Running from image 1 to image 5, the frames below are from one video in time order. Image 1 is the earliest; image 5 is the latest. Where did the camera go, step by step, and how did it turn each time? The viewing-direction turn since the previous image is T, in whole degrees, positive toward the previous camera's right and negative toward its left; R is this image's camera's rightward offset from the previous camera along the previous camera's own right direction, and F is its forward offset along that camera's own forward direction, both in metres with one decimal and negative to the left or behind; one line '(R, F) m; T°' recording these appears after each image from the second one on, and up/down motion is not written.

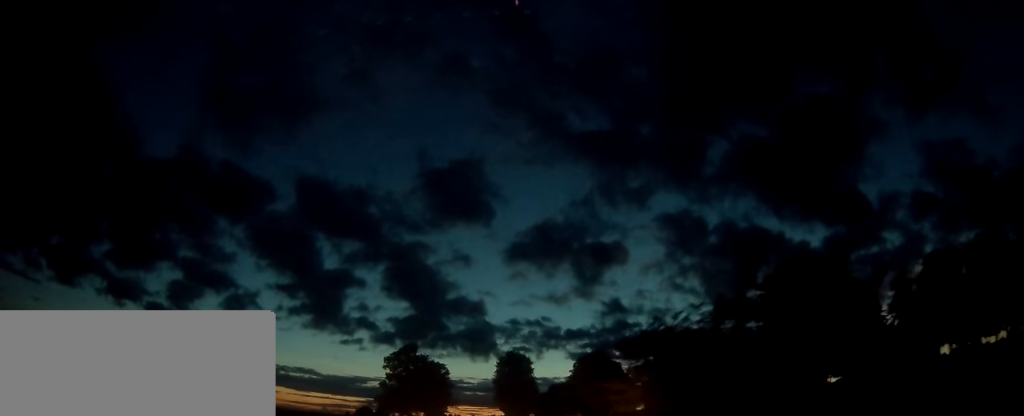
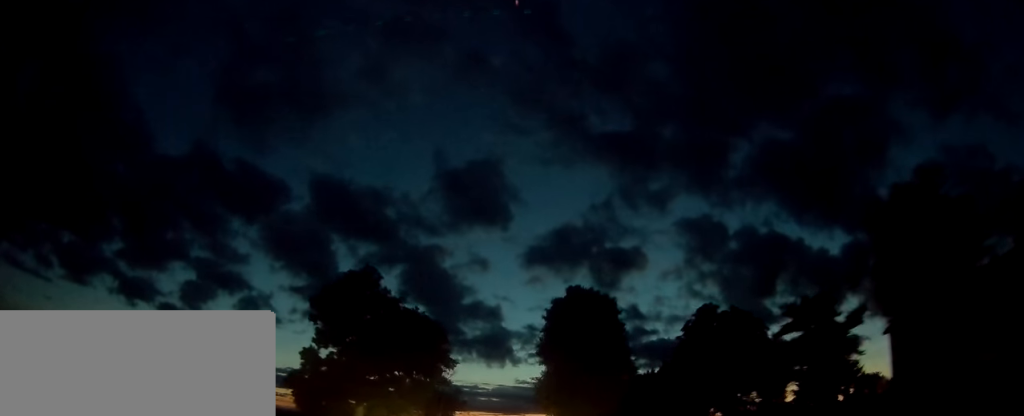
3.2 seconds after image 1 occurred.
(-1.3, +53.9) m; -2°
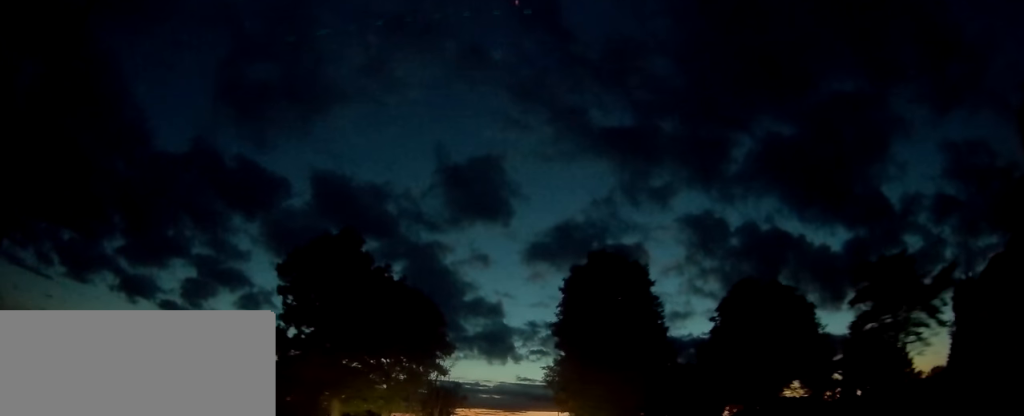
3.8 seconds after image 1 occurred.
(0.0, +8.6) m; 0°
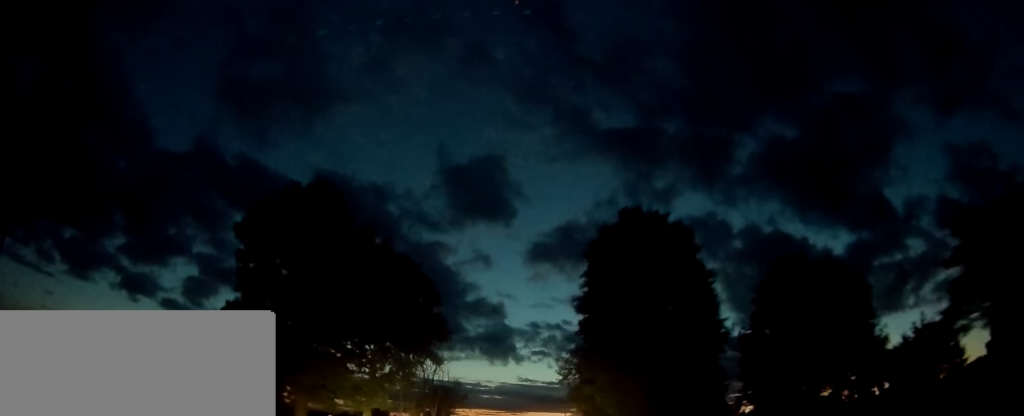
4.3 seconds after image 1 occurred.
(+0.2, +8.1) m; +1°
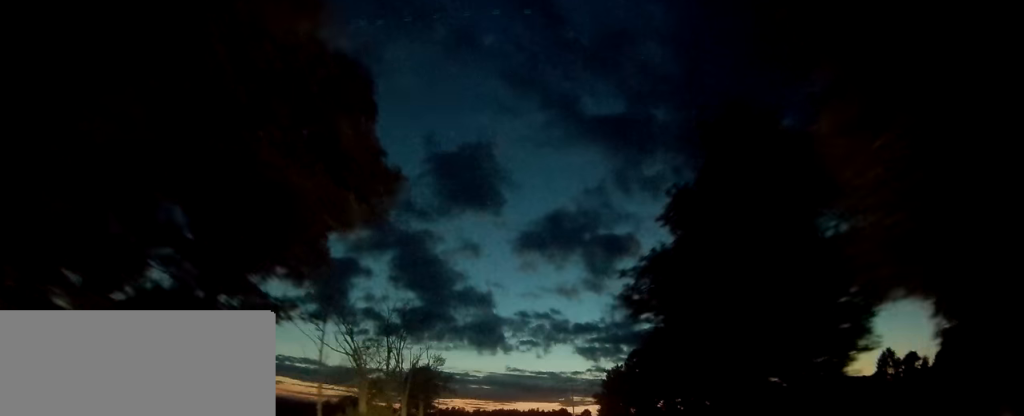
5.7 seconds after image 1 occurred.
(+0.2, +23.5) m; 0°
